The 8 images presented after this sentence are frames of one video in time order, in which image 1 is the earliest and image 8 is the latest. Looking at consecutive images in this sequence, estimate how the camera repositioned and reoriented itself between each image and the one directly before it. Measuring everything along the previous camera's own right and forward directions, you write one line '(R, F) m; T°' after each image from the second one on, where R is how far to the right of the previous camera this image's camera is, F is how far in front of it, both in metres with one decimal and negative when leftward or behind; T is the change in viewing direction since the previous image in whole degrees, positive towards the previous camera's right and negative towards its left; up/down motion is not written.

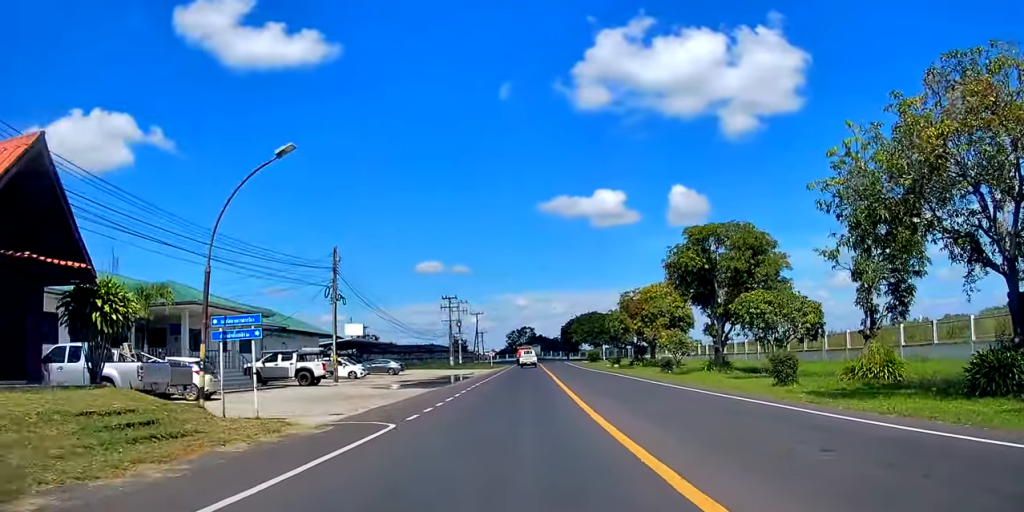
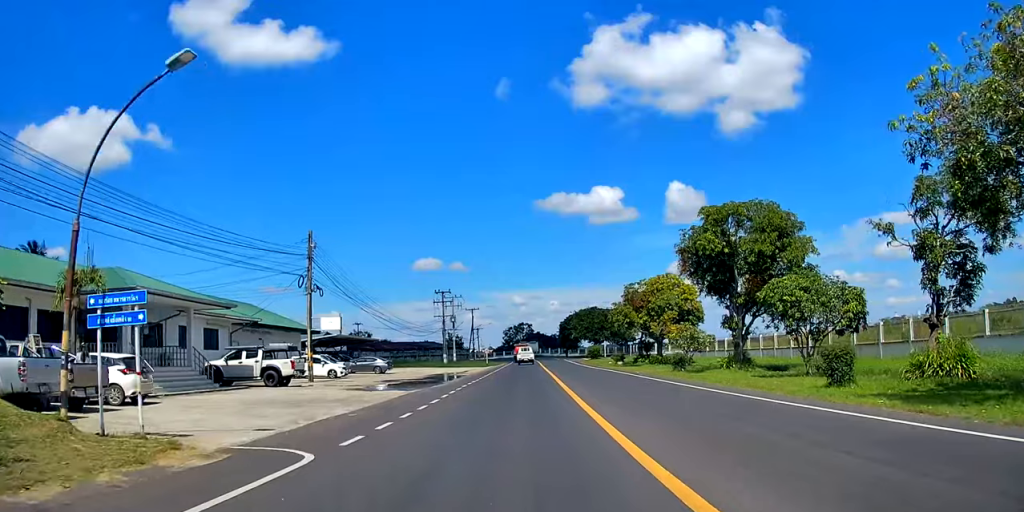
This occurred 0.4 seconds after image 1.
(0.0, +3.6) m; -3°
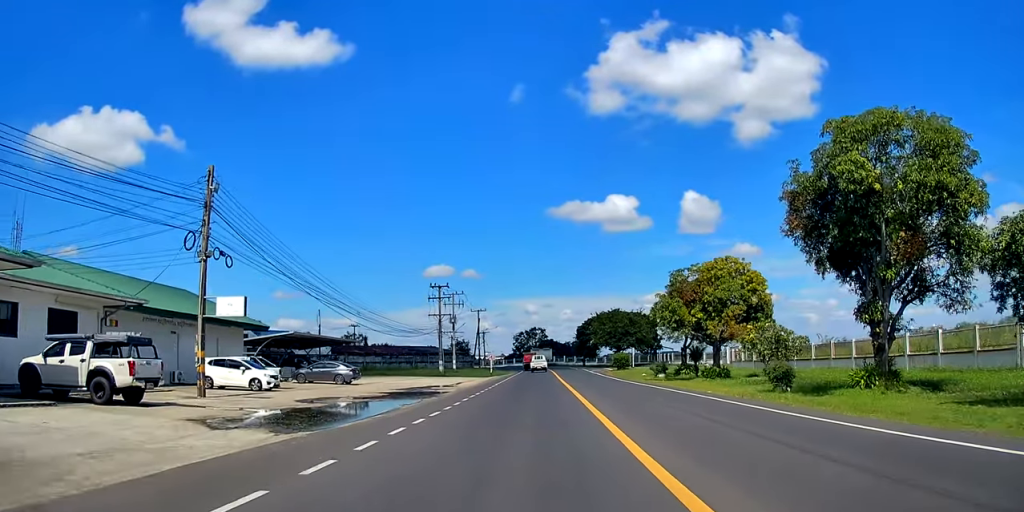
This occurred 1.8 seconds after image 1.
(-0.1, +11.9) m; +4°
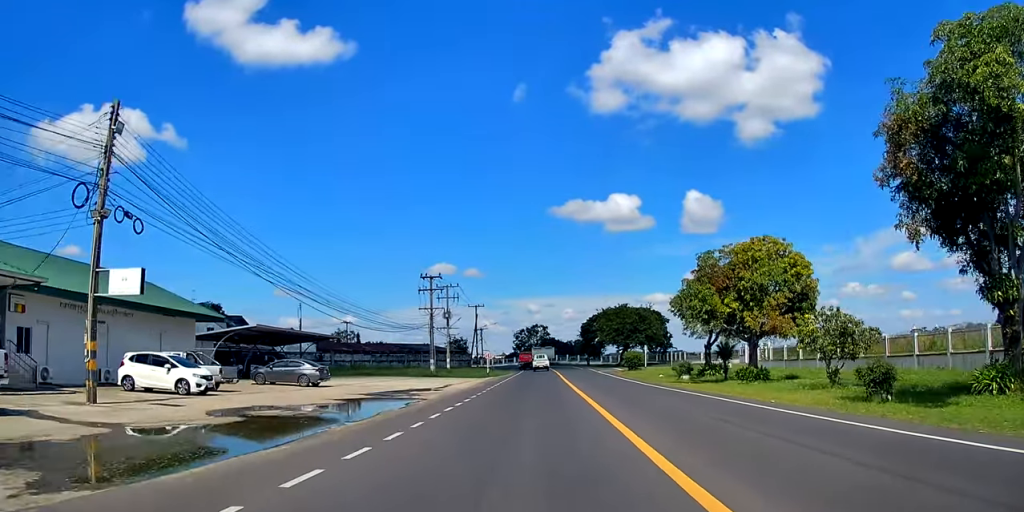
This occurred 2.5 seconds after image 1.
(+0.4, +5.7) m; +2°
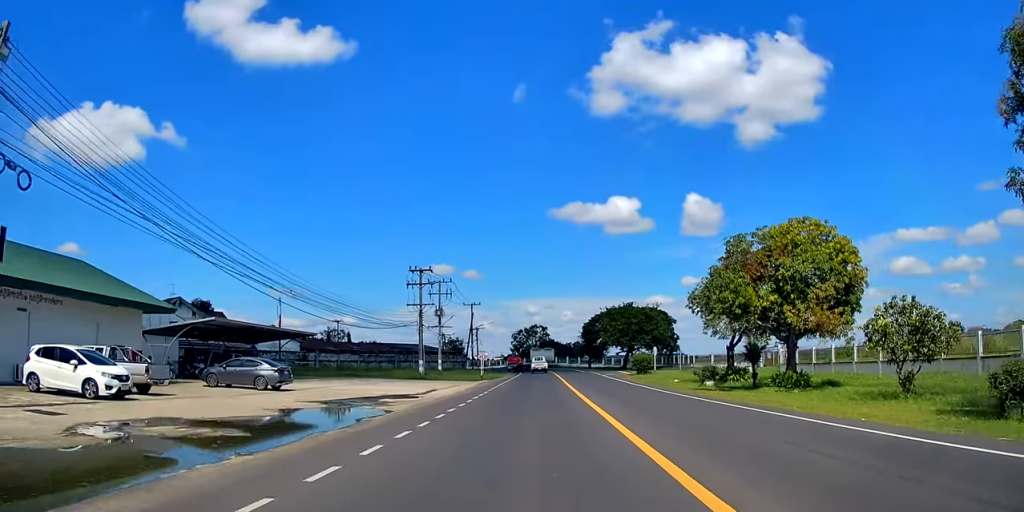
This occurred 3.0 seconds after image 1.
(-0.3, +4.9) m; 0°
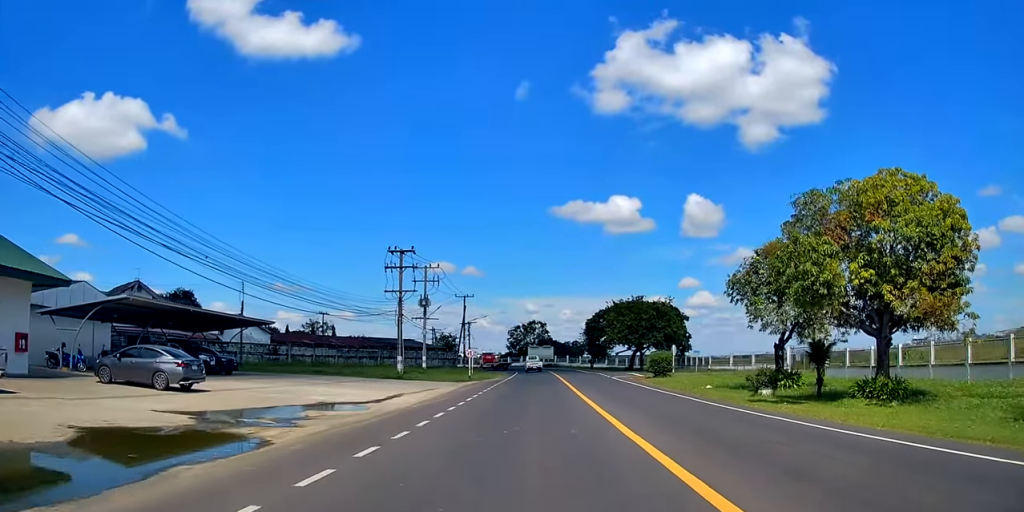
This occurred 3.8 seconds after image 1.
(0.0, +7.4) m; -1°
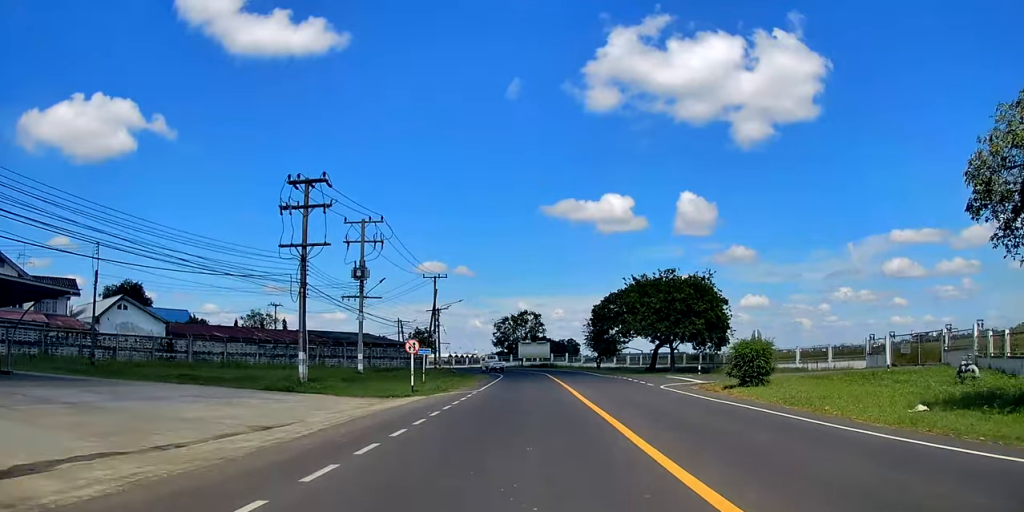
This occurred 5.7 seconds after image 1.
(-0.6, +17.8) m; -1°
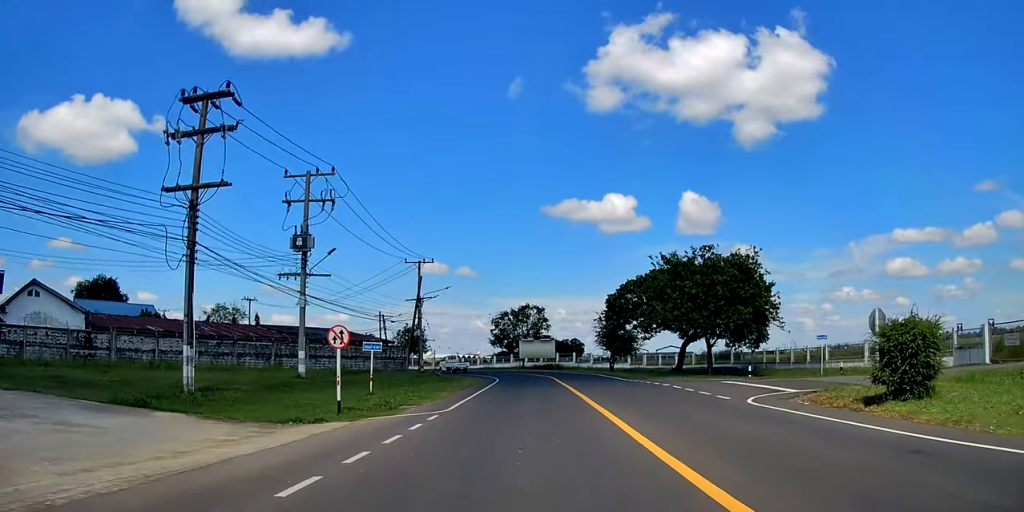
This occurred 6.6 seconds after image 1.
(+0.4, +9.6) m; +2°
